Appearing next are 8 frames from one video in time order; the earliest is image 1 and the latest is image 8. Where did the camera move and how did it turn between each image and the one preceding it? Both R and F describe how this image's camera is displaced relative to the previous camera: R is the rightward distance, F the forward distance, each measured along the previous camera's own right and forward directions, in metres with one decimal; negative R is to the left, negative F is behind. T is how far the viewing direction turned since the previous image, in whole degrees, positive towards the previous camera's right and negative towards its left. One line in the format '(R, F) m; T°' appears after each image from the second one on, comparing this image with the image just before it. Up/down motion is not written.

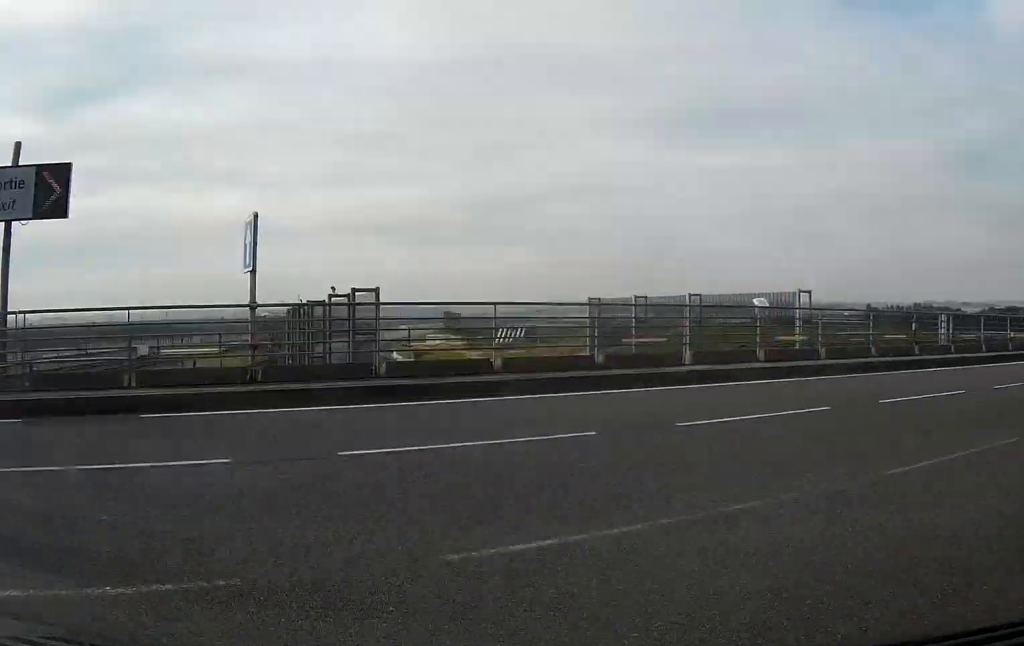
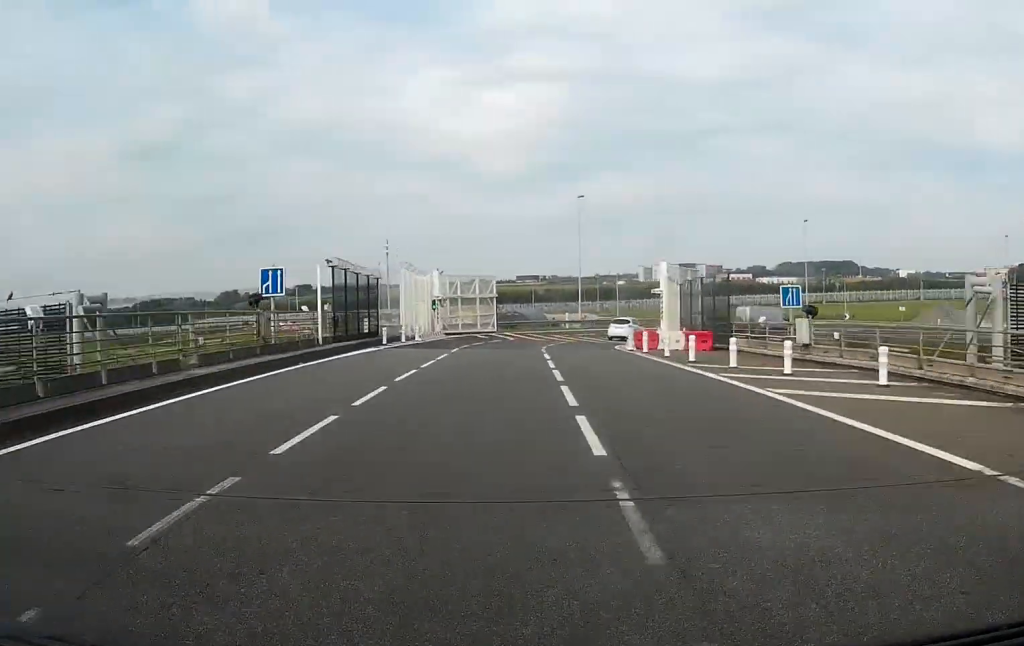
(+17.2, +39.4) m; +49°
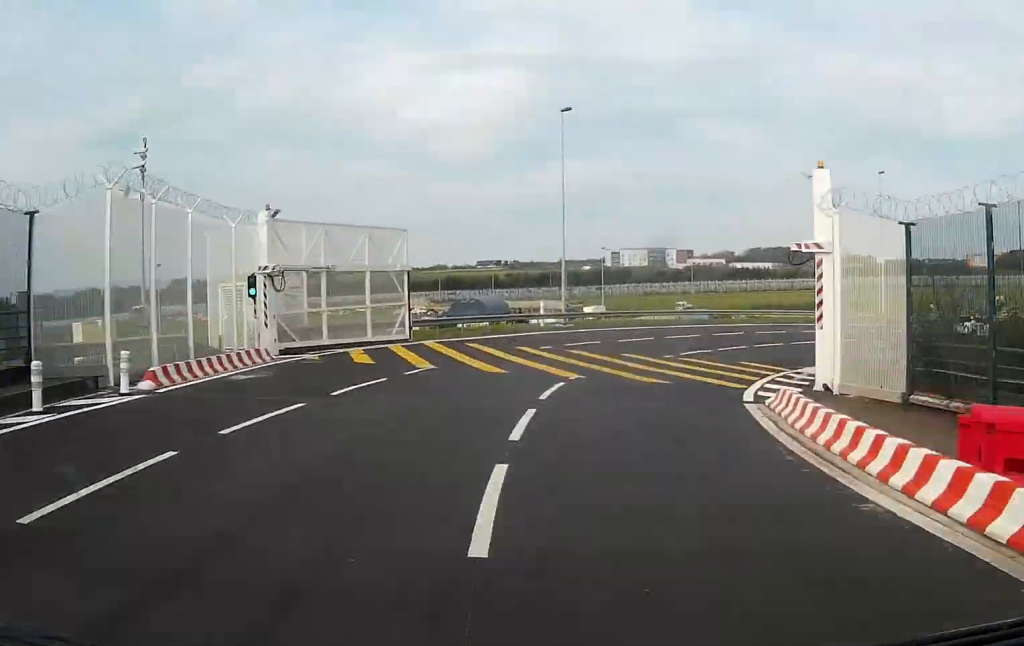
(+1.2, +29.4) m; +32°
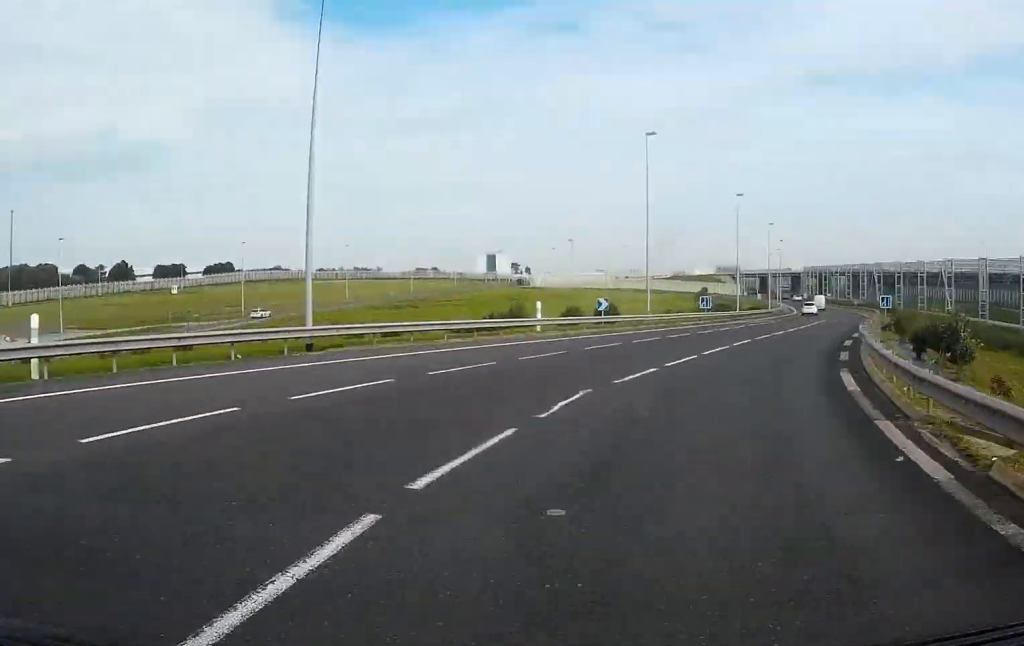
(+38.8, +57.8) m; +52°
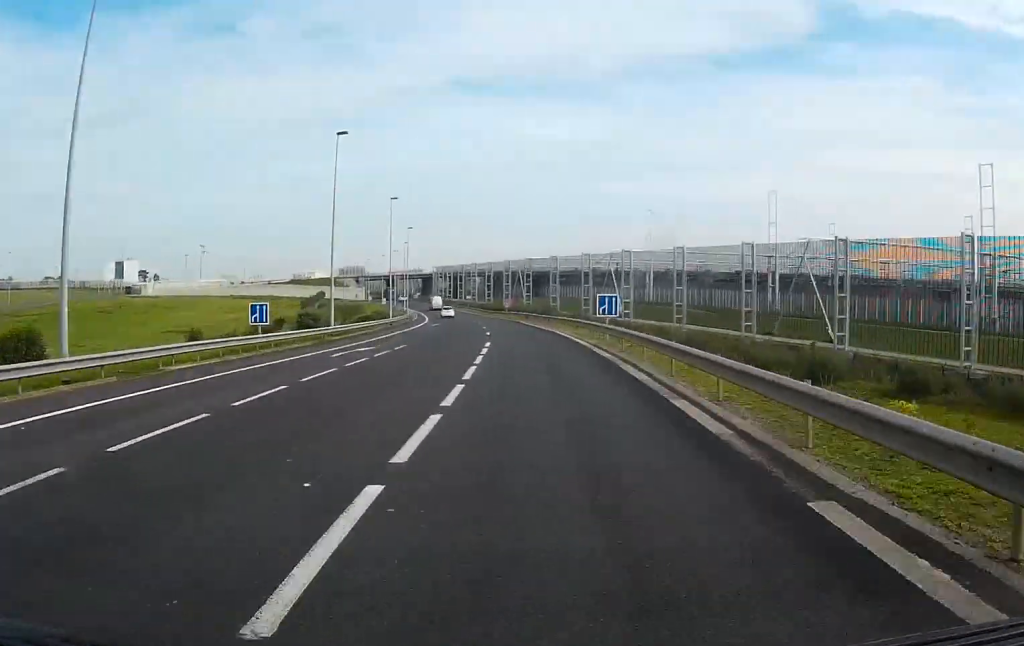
(+7.6, +34.4) m; +5°
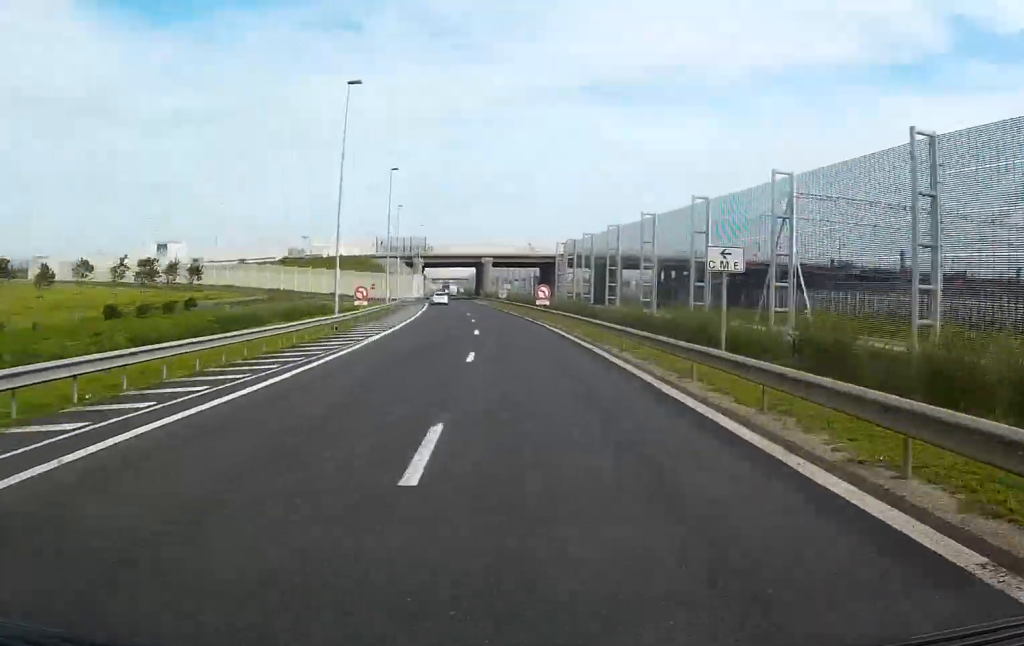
(+6.5, +127.1) m; -2°
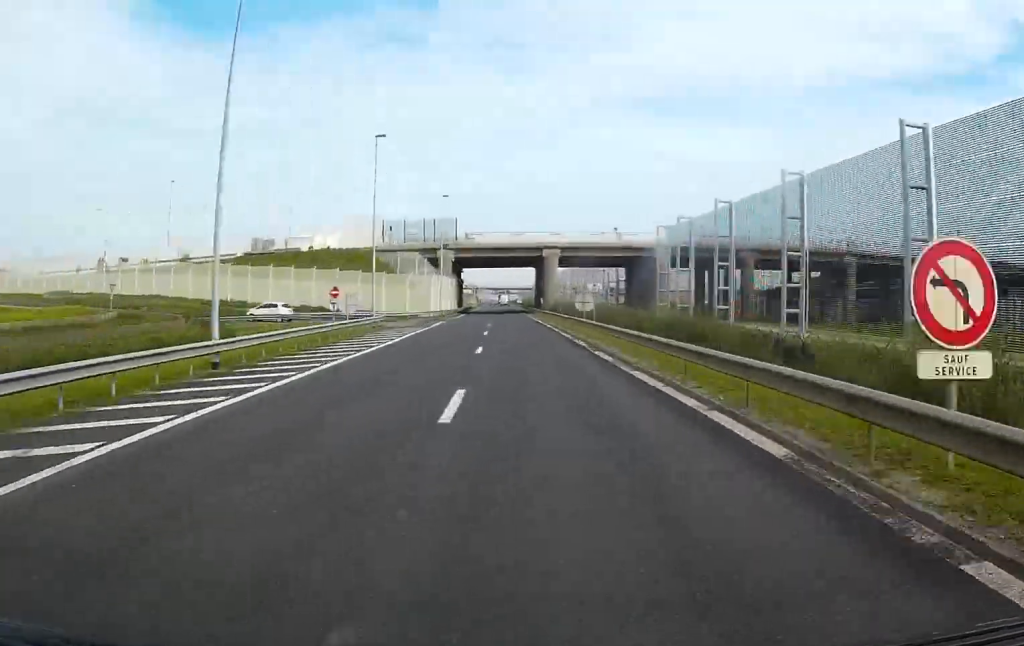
(-2.2, +48.3) m; -2°
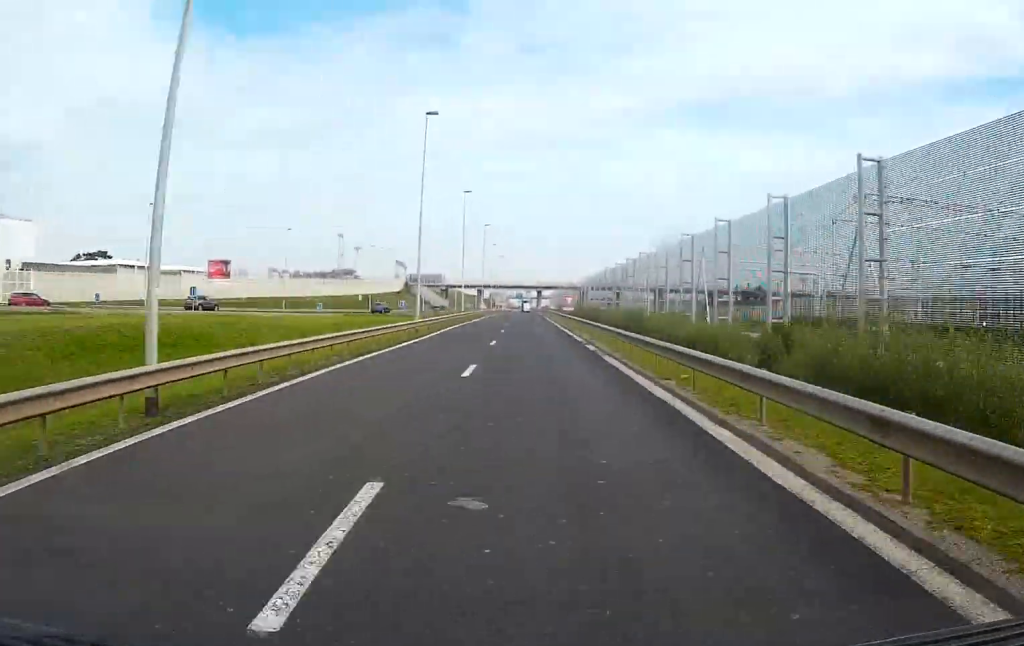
(-7.5, +191.3) m; -3°
